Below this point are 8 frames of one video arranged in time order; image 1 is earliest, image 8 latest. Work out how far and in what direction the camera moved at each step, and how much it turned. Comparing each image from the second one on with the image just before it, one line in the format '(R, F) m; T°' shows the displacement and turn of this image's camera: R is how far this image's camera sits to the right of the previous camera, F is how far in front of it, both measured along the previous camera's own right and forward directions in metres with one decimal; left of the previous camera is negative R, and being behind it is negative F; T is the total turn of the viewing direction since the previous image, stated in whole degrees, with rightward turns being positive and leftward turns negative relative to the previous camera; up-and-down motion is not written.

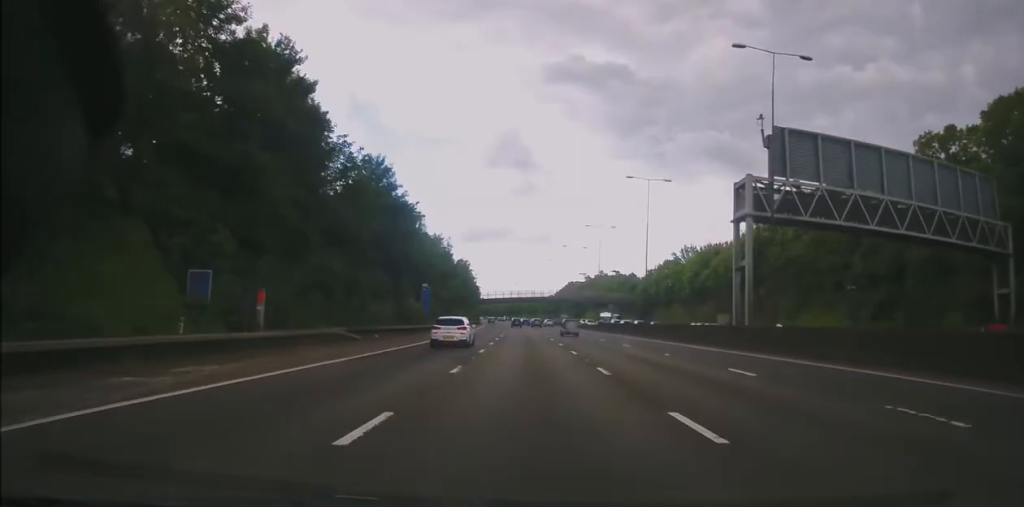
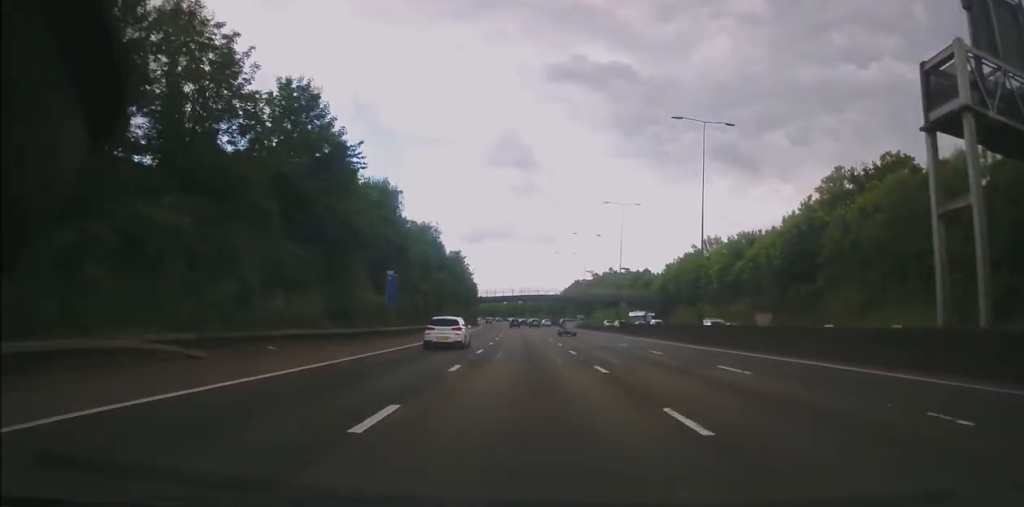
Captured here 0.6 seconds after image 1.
(-0.1, +17.4) m; -1°
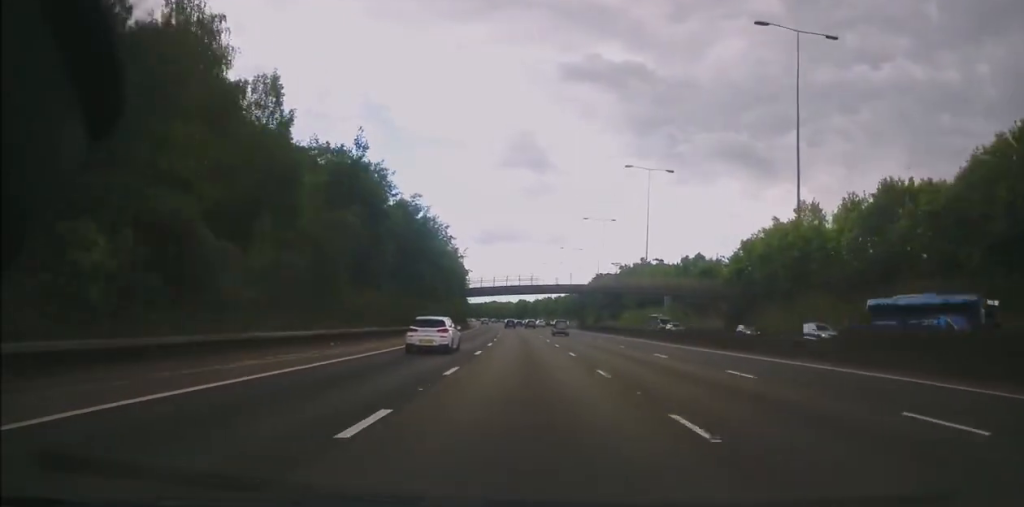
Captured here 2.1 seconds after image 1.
(-0.6, +44.8) m; -1°
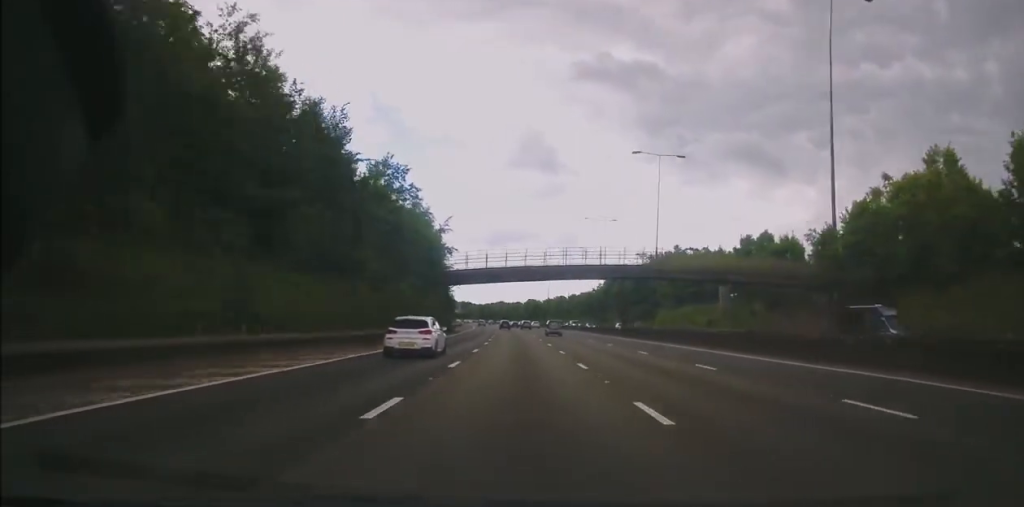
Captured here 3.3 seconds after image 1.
(-0.2, +34.0) m; -2°
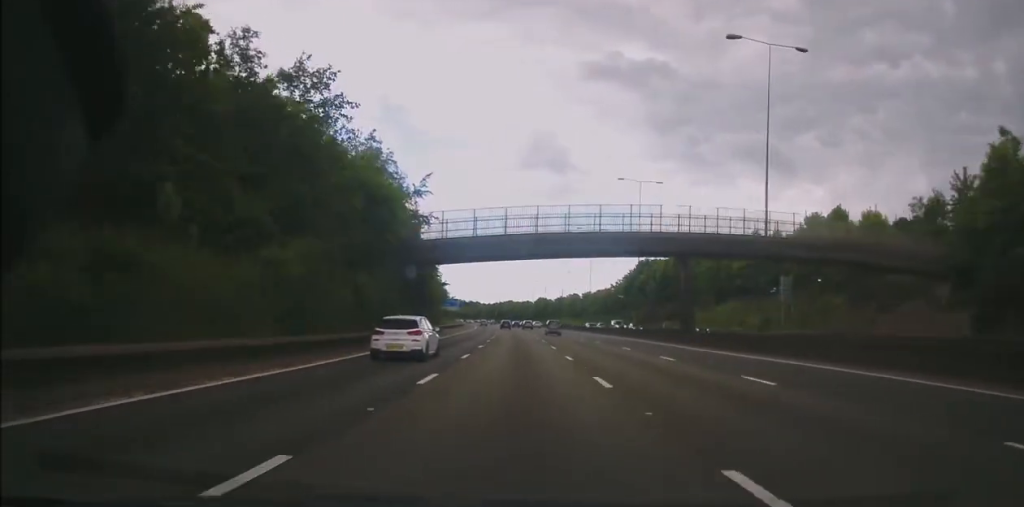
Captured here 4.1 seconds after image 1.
(-0.6, +22.3) m; -2°
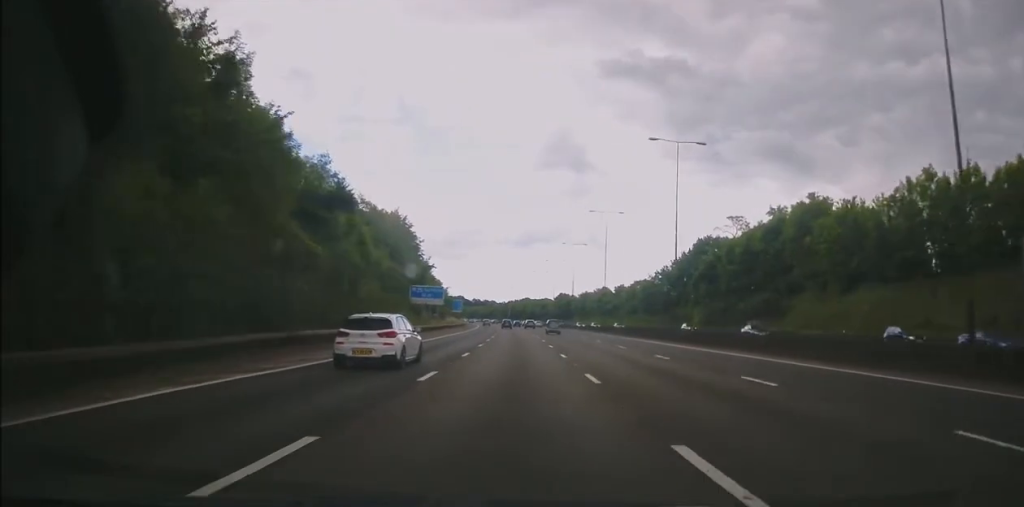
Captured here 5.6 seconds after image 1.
(+0.2, +43.8) m; 0°
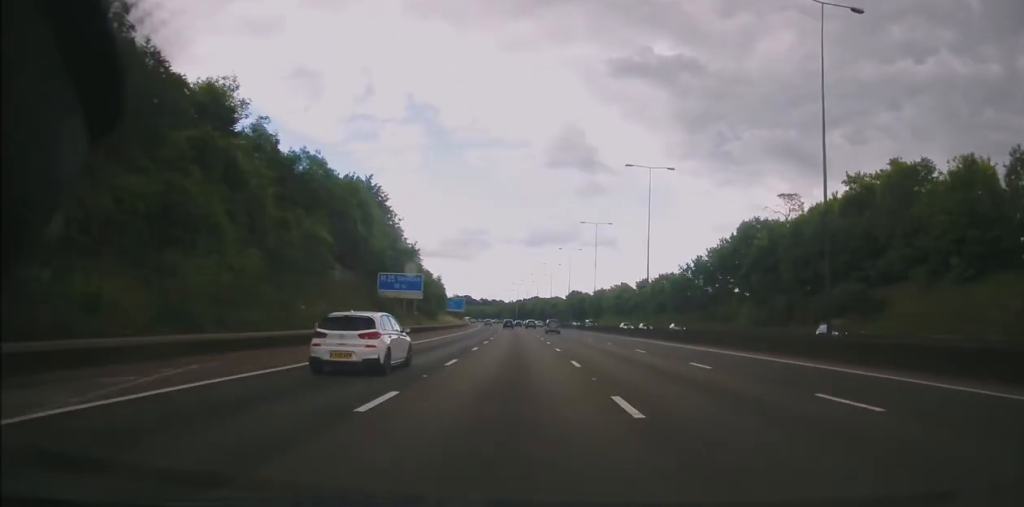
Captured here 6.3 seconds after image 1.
(+0.2, +21.5) m; -1°
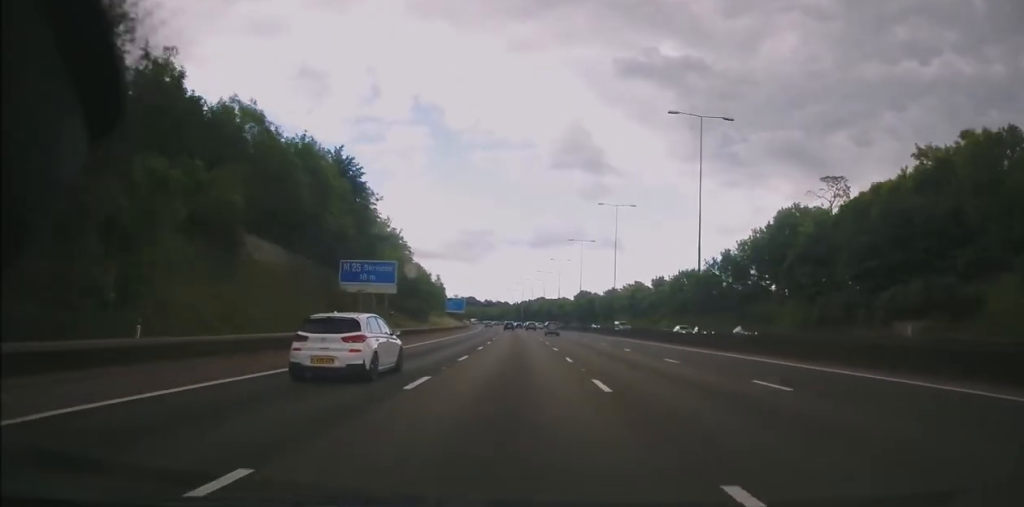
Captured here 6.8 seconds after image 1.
(-0.4, +14.6) m; -1°
